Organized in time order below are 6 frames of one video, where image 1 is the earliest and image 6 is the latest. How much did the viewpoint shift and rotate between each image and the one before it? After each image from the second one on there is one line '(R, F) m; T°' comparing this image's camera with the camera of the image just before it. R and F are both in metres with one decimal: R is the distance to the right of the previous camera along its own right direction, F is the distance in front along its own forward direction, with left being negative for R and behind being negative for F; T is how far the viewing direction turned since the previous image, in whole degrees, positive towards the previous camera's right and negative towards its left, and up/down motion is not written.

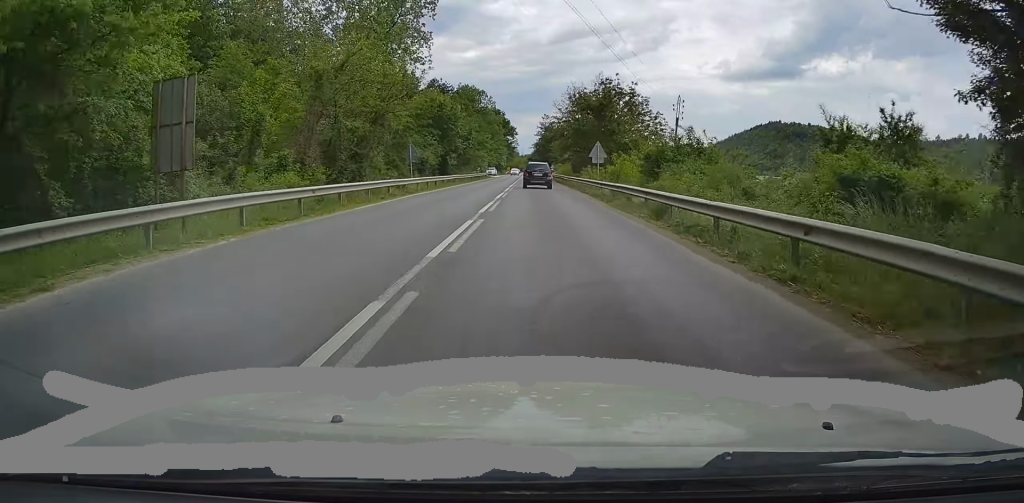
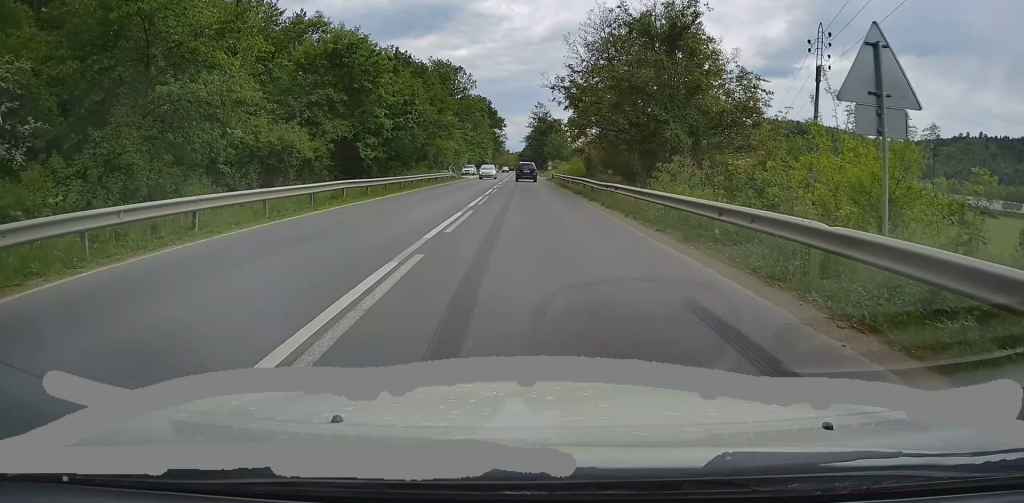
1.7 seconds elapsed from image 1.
(-0.3, +33.3) m; 0°
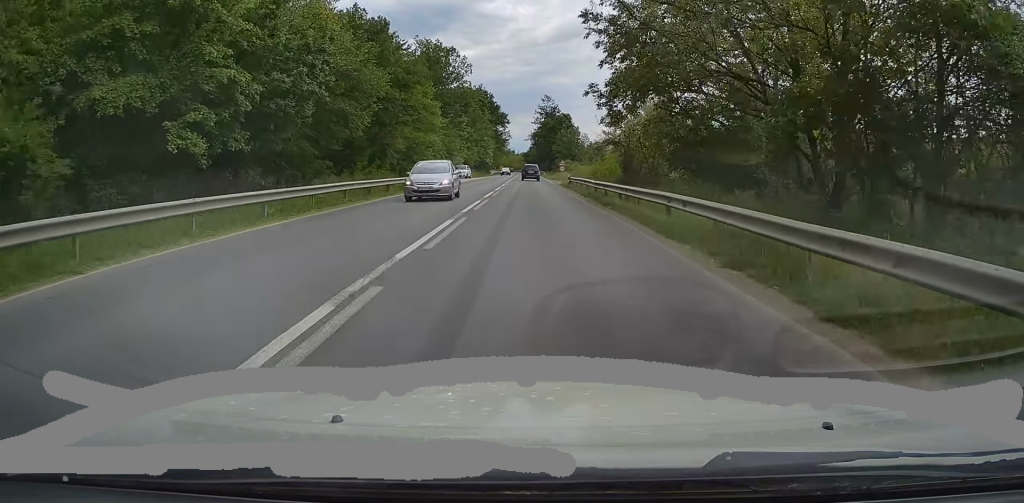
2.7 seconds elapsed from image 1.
(+0.5, +20.2) m; 0°
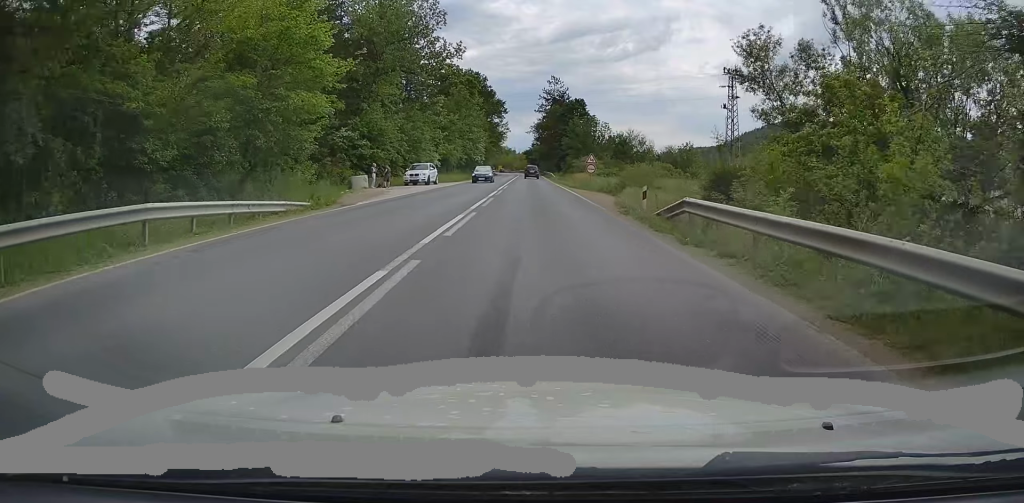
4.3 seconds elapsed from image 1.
(-0.5, +34.0) m; 0°
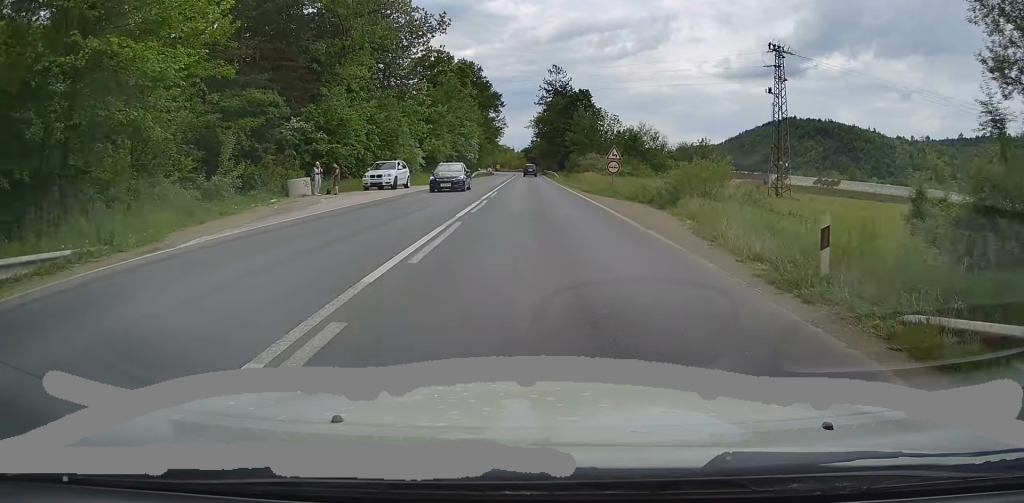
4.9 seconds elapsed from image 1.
(0.0, +12.3) m; 0°
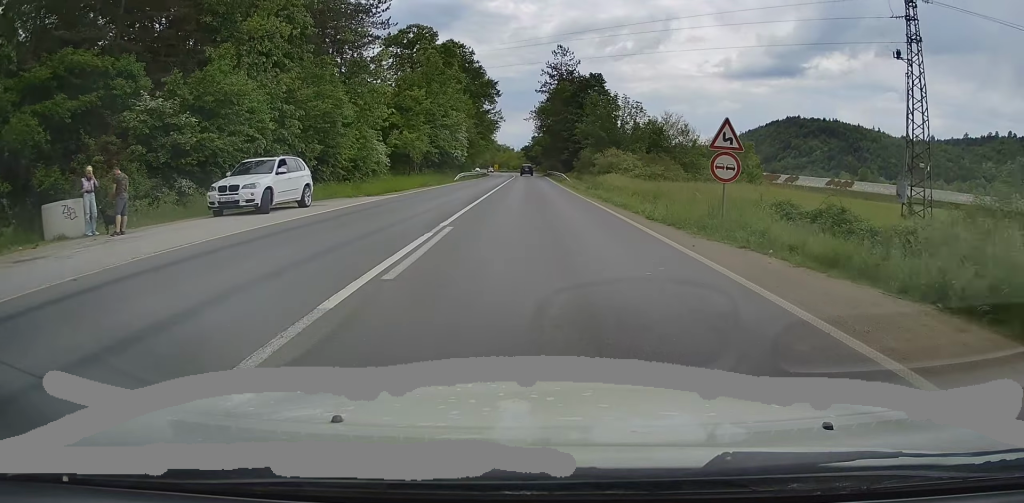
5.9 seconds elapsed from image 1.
(-0.2, +19.1) m; -1°
